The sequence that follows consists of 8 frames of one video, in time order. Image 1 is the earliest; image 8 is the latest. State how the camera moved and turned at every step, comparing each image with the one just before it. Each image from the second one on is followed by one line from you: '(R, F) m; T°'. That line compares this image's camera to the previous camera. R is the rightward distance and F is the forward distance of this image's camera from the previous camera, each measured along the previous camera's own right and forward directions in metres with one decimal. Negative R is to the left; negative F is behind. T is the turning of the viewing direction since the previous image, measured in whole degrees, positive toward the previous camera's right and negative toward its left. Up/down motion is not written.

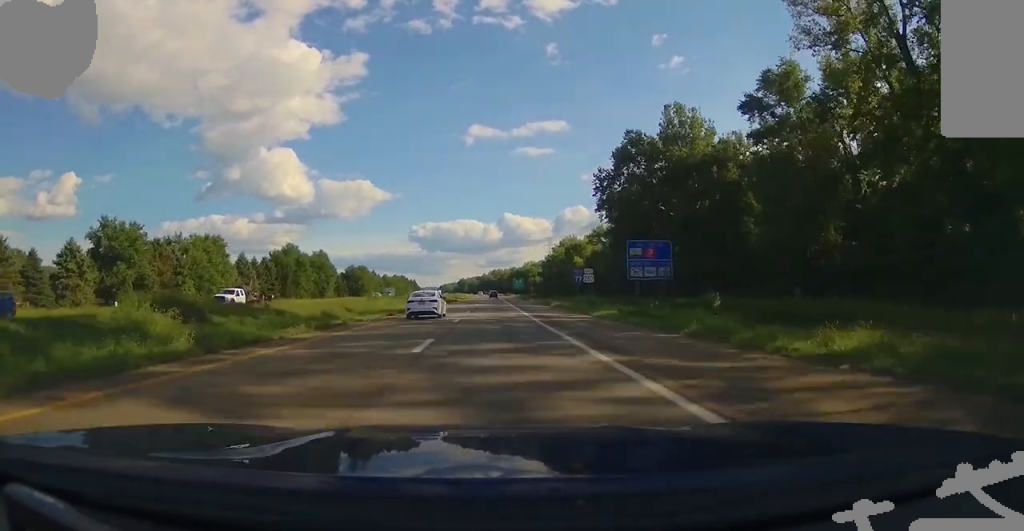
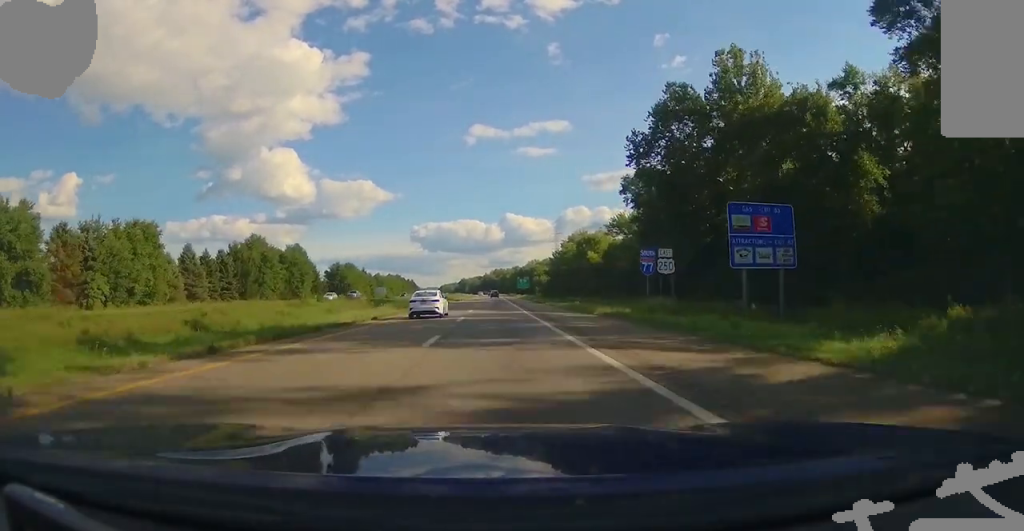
(+0.1, +23.7) m; 0°
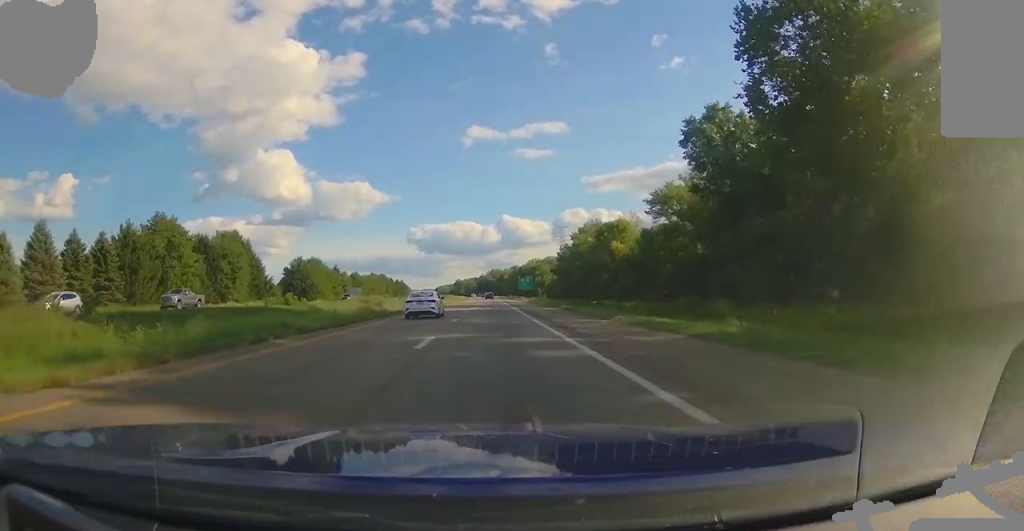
(+0.2, +37.2) m; 0°
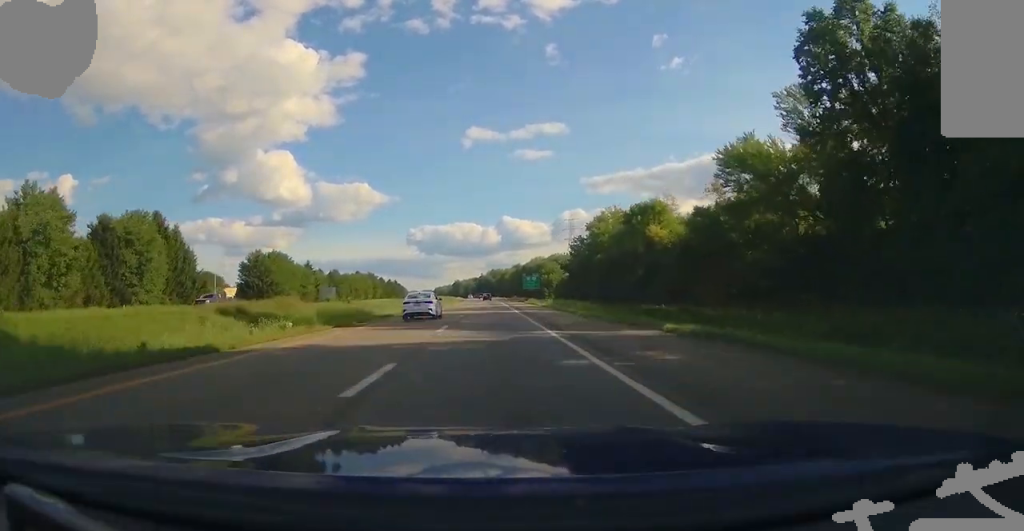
(-0.1, +30.5) m; -1°
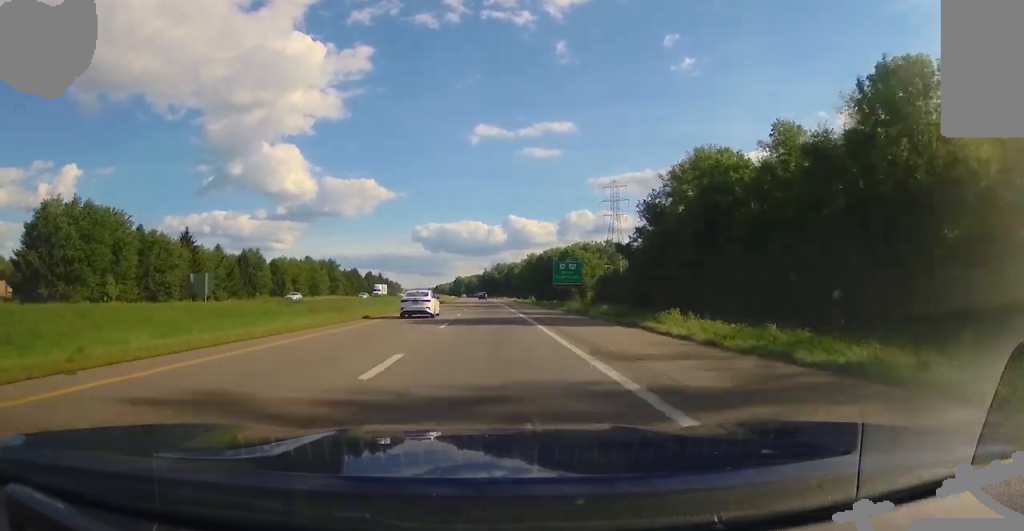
(-1.1, +72.5) m; -1°
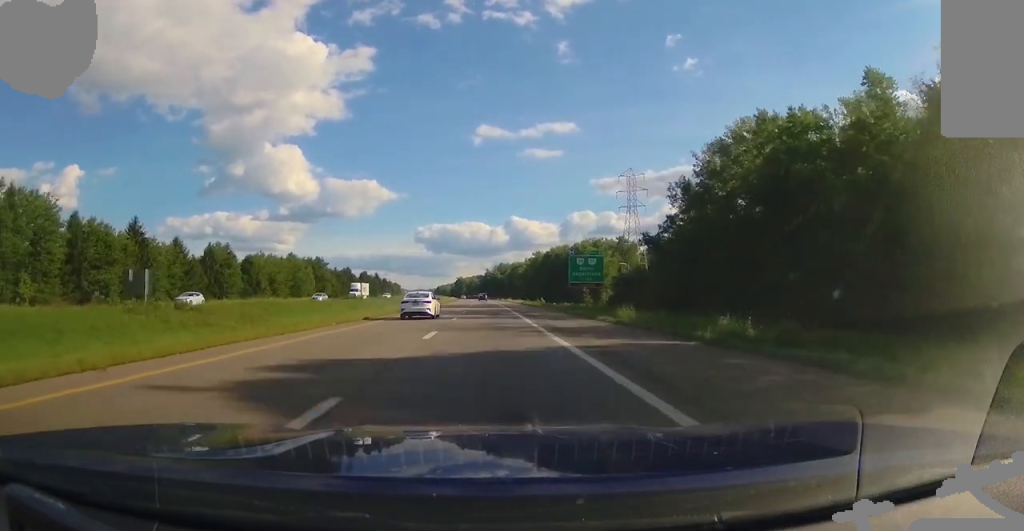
(0.0, +17.0) m; 0°
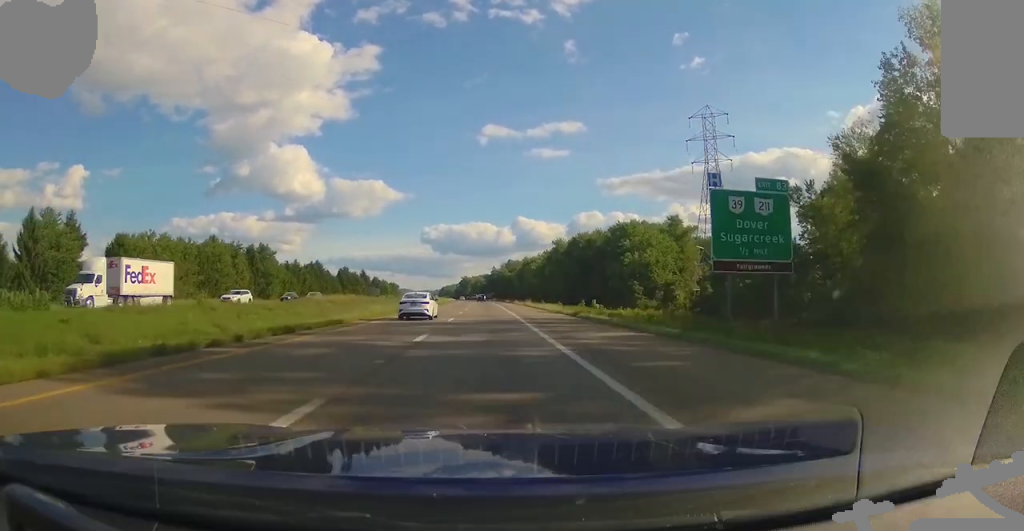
(-0.3, +49.6) m; -1°
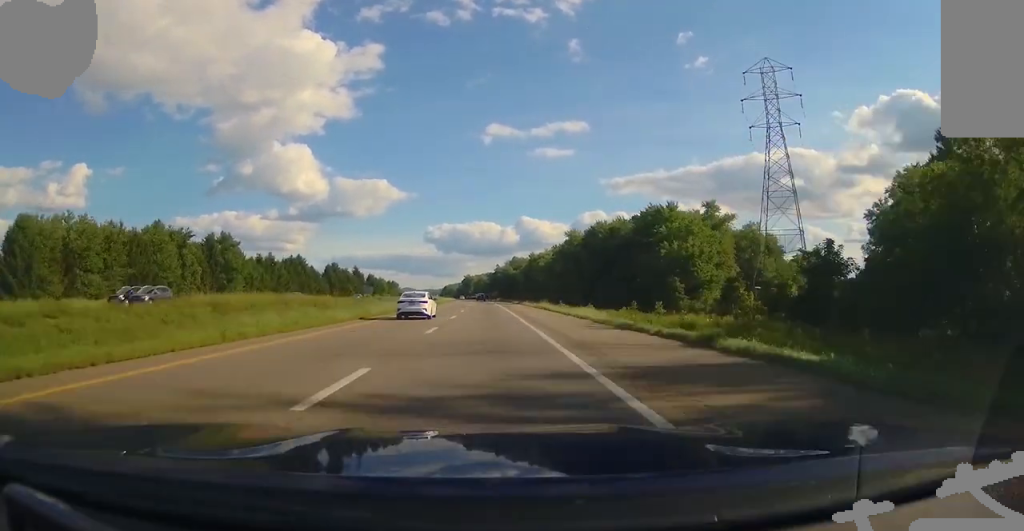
(0.0, +21.4) m; 0°
